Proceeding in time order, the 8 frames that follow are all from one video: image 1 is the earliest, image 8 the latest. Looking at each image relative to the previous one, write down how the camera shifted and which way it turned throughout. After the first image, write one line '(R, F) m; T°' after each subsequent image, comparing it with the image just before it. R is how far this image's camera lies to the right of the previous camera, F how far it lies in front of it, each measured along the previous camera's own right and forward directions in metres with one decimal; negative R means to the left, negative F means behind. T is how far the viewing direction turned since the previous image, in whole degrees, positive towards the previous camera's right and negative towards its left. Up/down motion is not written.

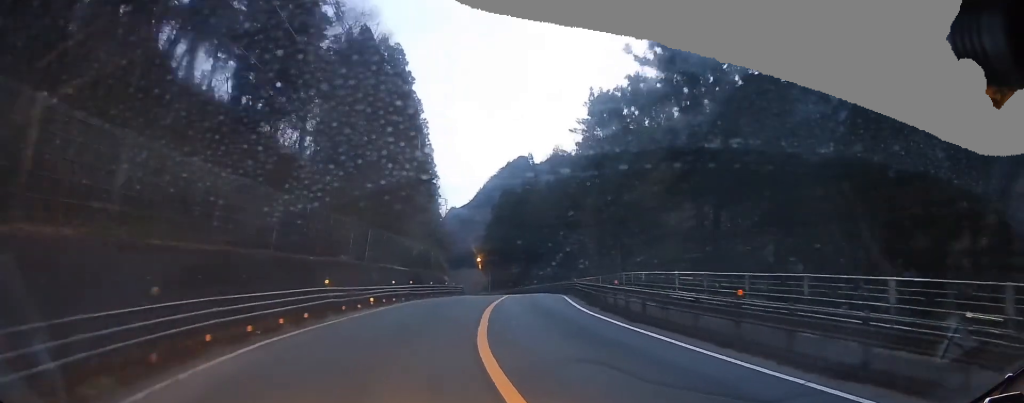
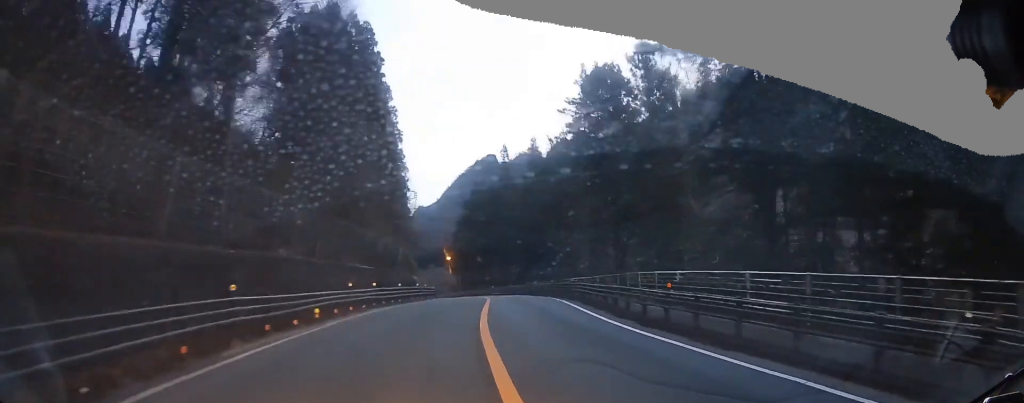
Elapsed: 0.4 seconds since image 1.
(0.0, +7.1) m; +1°
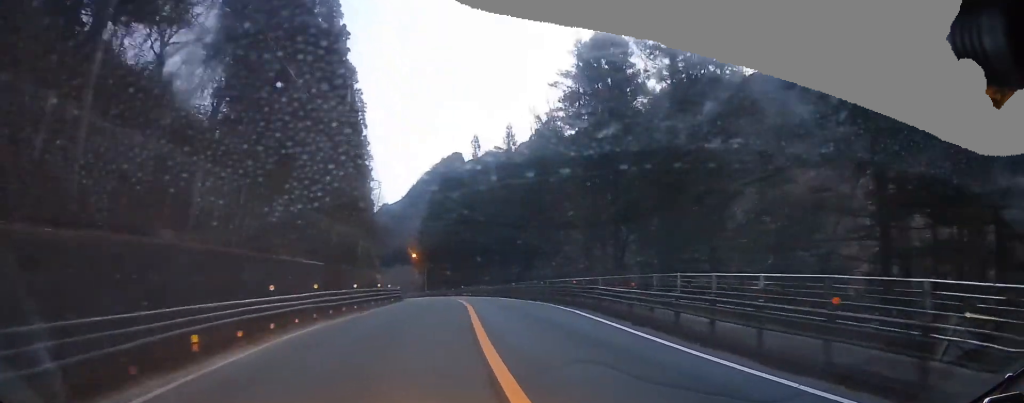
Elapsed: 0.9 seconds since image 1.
(-0.2, +8.0) m; +5°
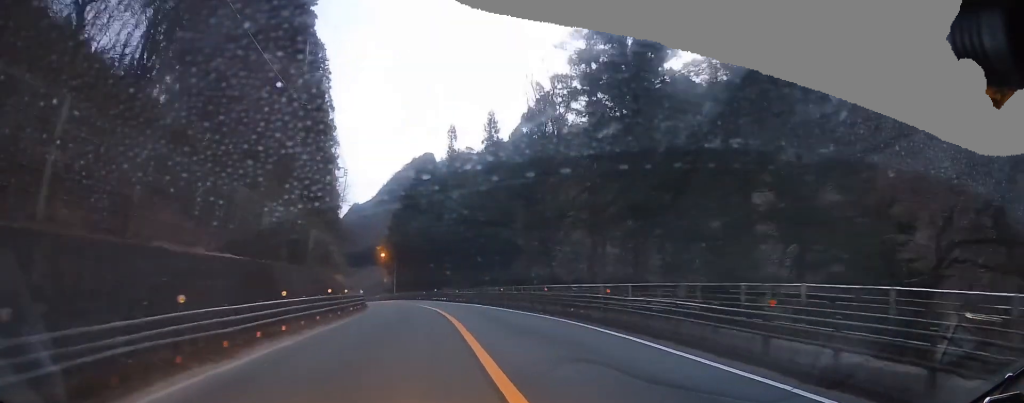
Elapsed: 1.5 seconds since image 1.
(0.0, +8.4) m; +6°
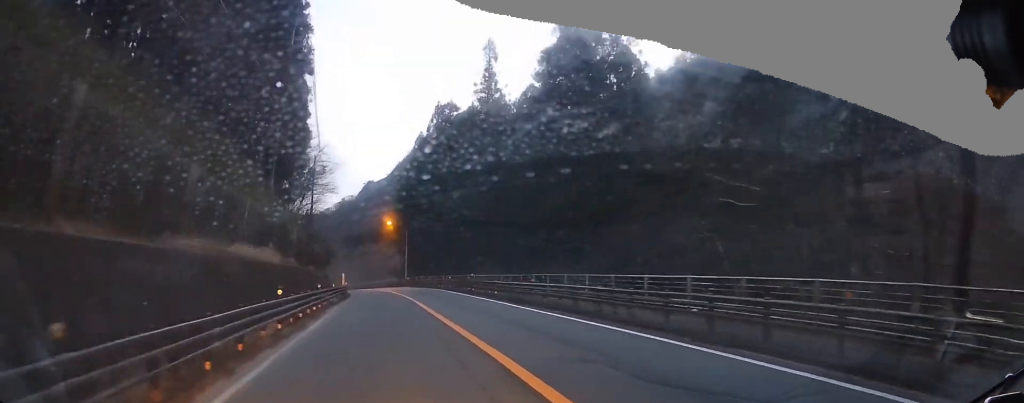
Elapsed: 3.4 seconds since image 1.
(+4.7, +29.1) m; +9°
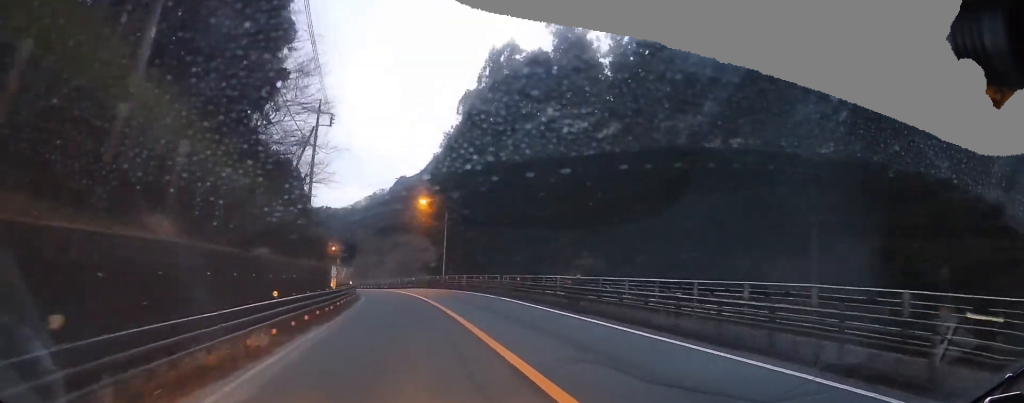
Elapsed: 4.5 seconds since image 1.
(0.0, +18.3) m; 0°
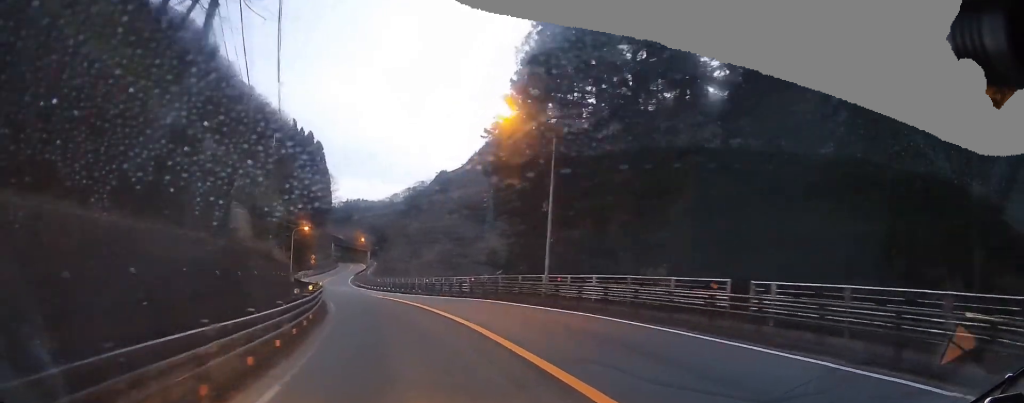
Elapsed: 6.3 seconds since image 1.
(-0.1, +29.0) m; -2°
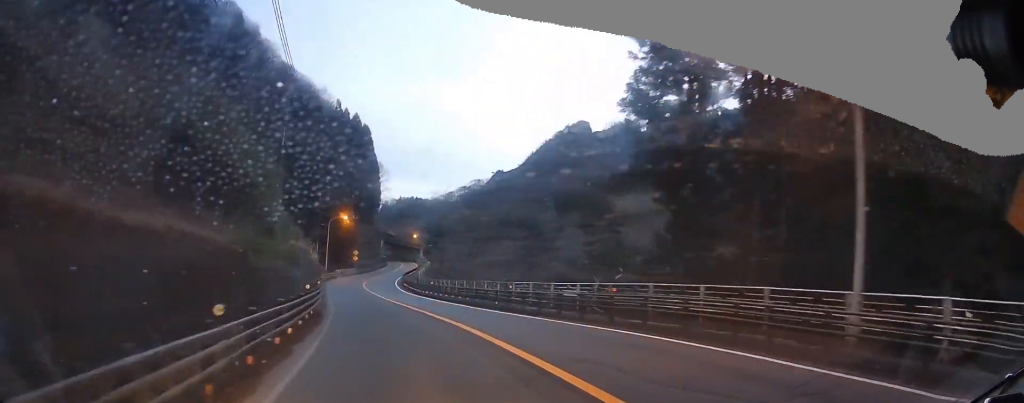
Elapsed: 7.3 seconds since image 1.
(-0.4, +15.4) m; -4°
